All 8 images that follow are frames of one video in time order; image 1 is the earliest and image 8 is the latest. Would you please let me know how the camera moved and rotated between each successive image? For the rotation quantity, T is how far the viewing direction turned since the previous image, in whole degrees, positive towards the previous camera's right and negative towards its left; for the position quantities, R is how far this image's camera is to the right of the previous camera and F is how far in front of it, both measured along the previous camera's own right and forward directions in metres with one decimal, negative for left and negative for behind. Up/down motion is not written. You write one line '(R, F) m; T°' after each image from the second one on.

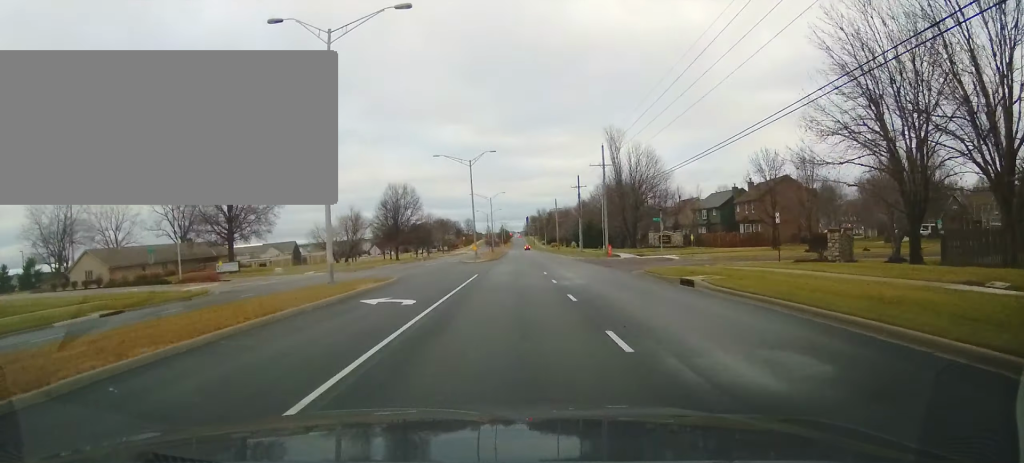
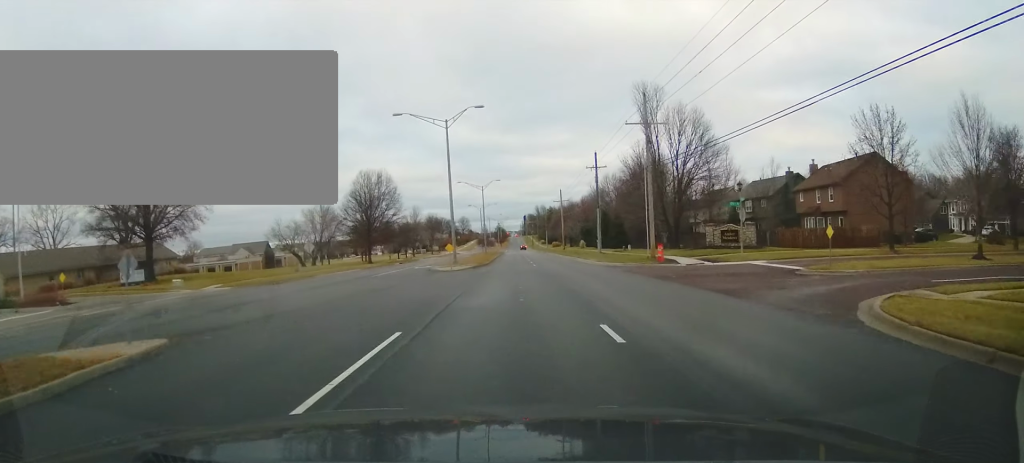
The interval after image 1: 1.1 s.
(+0.6, +21.5) m; +2°
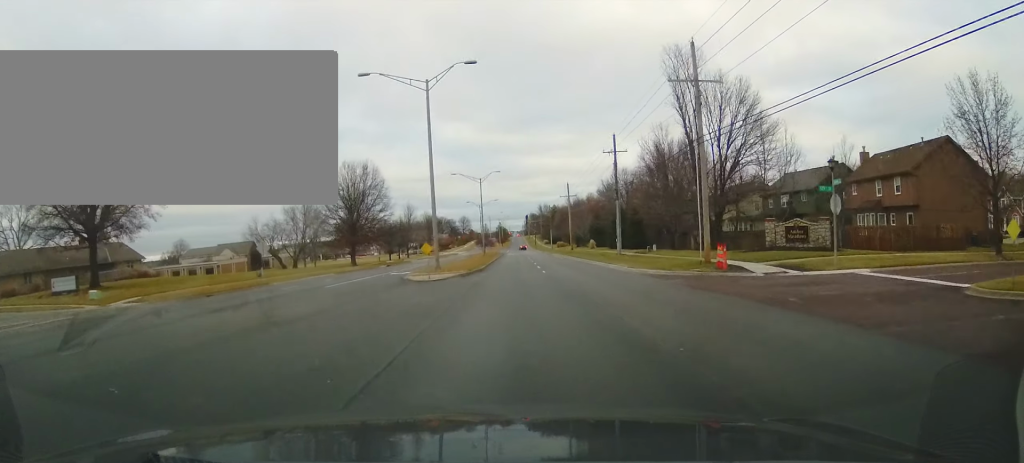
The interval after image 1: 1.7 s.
(+0.1, +11.5) m; +1°
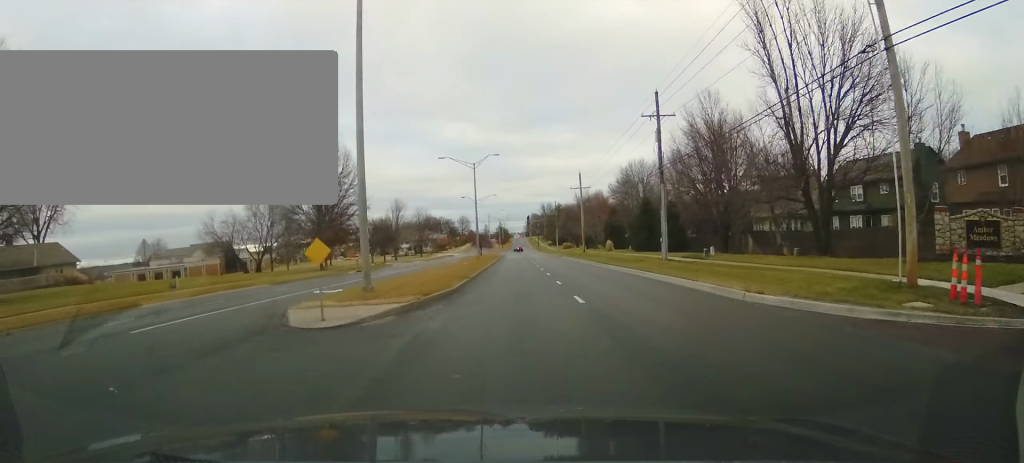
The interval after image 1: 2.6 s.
(+0.3, +17.0) m; +1°
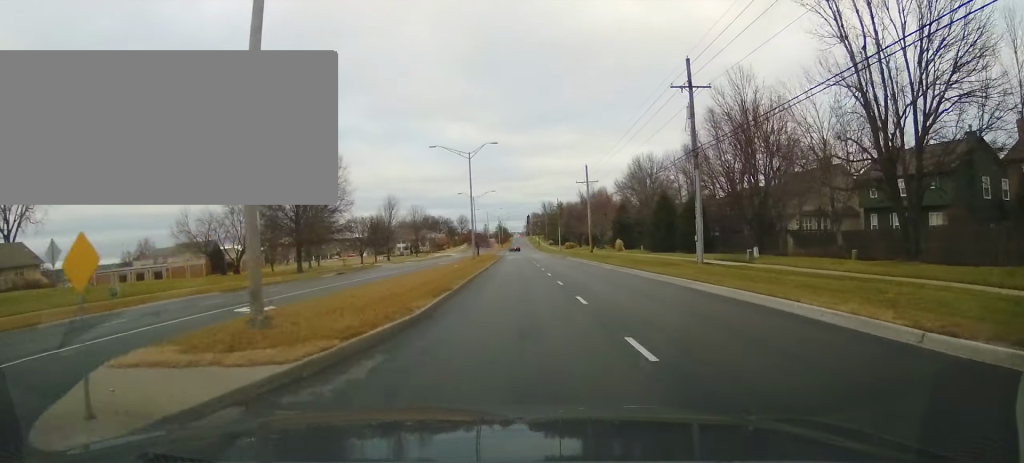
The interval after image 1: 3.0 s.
(+0.1, +7.9) m; 0°
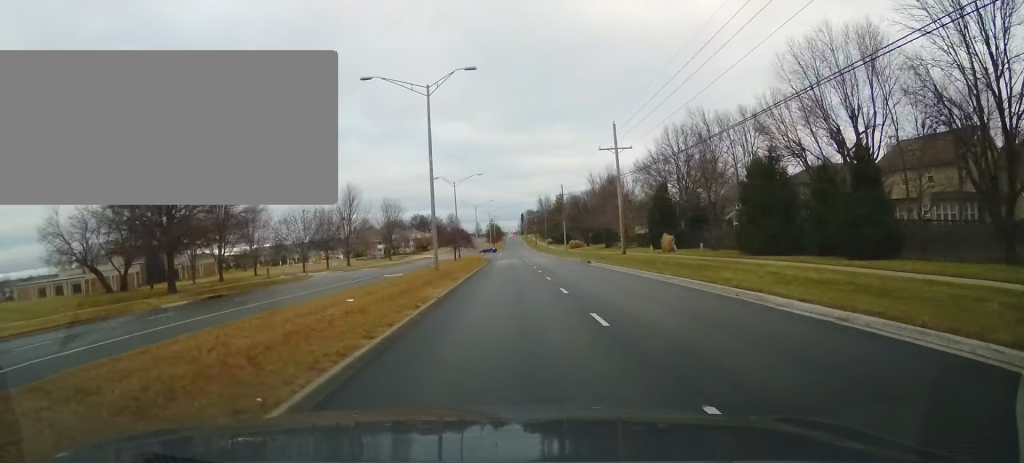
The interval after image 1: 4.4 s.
(-0.6, +28.3) m; -3°
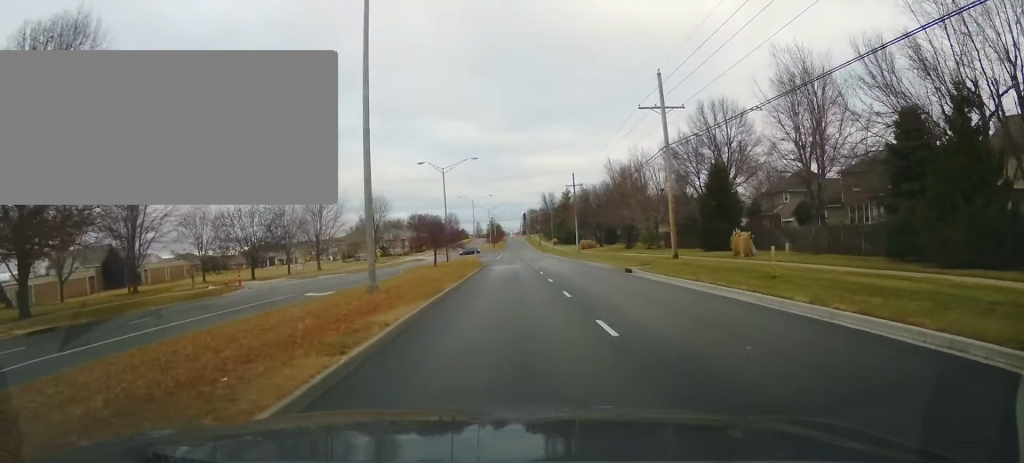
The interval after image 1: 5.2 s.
(-0.5, +17.9) m; -1°
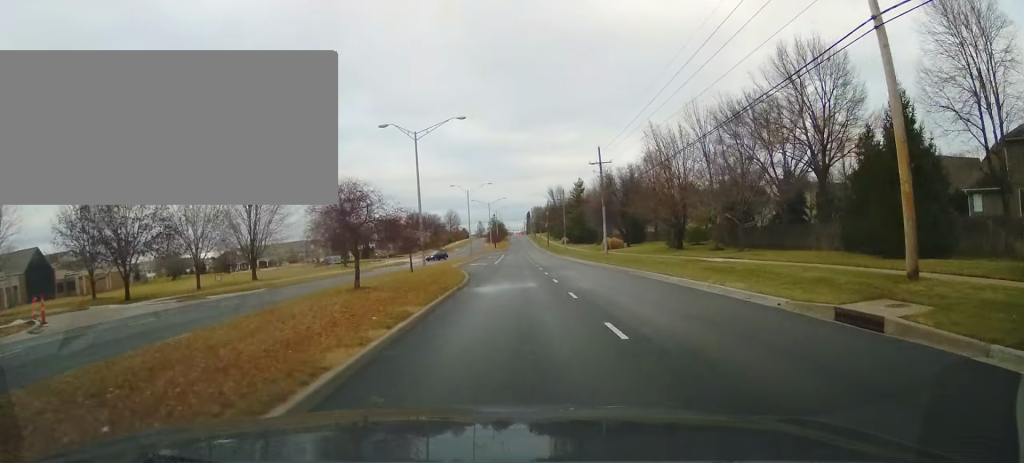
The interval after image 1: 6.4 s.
(+0.2, +25.2) m; +1°
